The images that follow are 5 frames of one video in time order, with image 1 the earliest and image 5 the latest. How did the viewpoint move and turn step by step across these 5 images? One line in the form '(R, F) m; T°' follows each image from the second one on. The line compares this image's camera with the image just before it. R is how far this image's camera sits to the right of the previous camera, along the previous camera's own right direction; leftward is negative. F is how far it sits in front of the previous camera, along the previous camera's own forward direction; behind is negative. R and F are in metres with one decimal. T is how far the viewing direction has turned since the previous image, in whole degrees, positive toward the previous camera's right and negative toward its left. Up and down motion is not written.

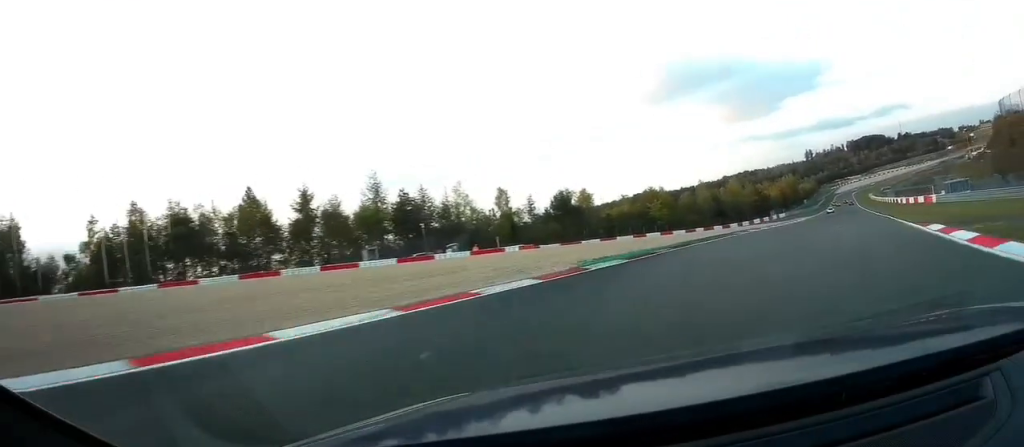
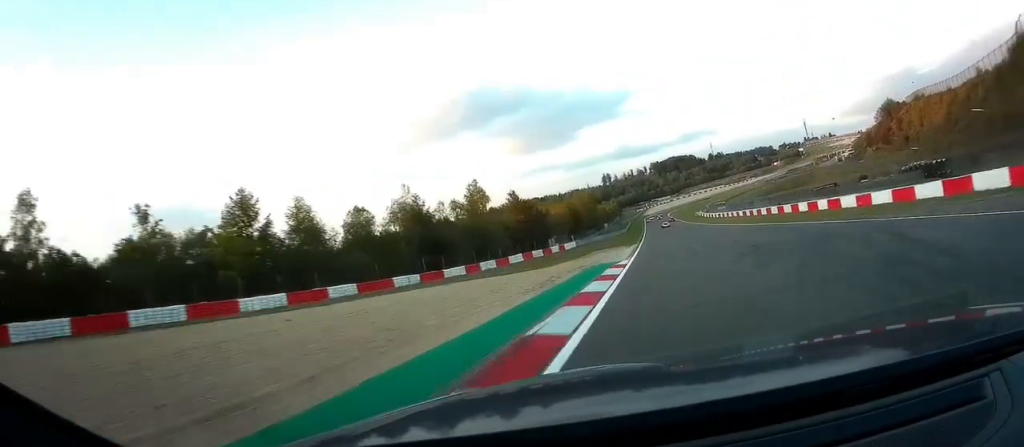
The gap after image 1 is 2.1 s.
(+8.9, +63.1) m; +10°
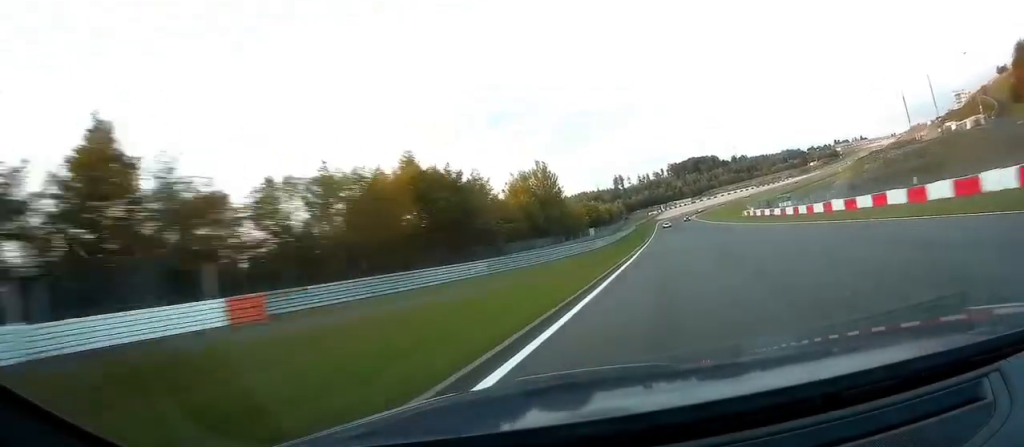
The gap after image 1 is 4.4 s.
(+0.5, +79.1) m; +1°
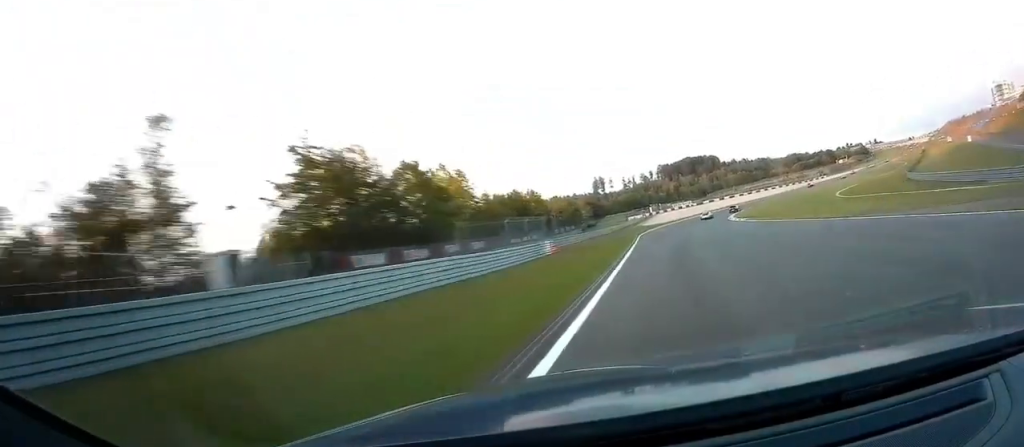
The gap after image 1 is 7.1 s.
(+5.4, +104.2) m; +6°
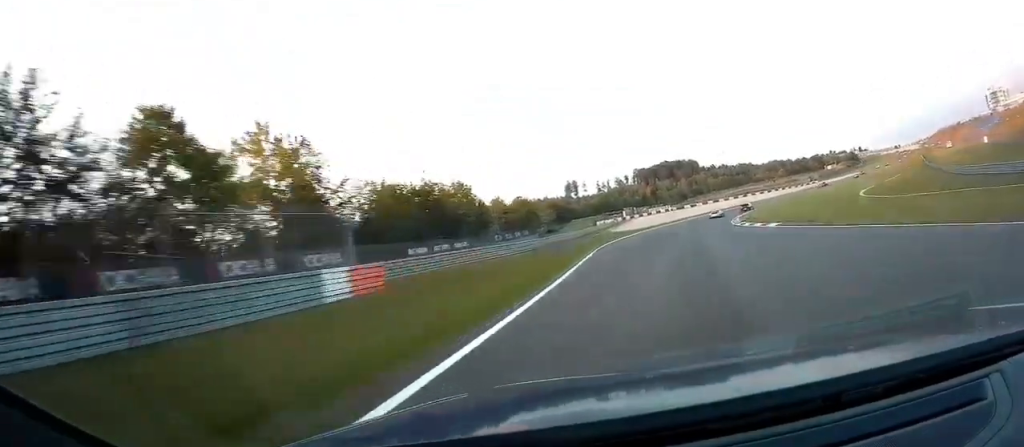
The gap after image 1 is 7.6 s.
(+0.1, +21.9) m; 0°
